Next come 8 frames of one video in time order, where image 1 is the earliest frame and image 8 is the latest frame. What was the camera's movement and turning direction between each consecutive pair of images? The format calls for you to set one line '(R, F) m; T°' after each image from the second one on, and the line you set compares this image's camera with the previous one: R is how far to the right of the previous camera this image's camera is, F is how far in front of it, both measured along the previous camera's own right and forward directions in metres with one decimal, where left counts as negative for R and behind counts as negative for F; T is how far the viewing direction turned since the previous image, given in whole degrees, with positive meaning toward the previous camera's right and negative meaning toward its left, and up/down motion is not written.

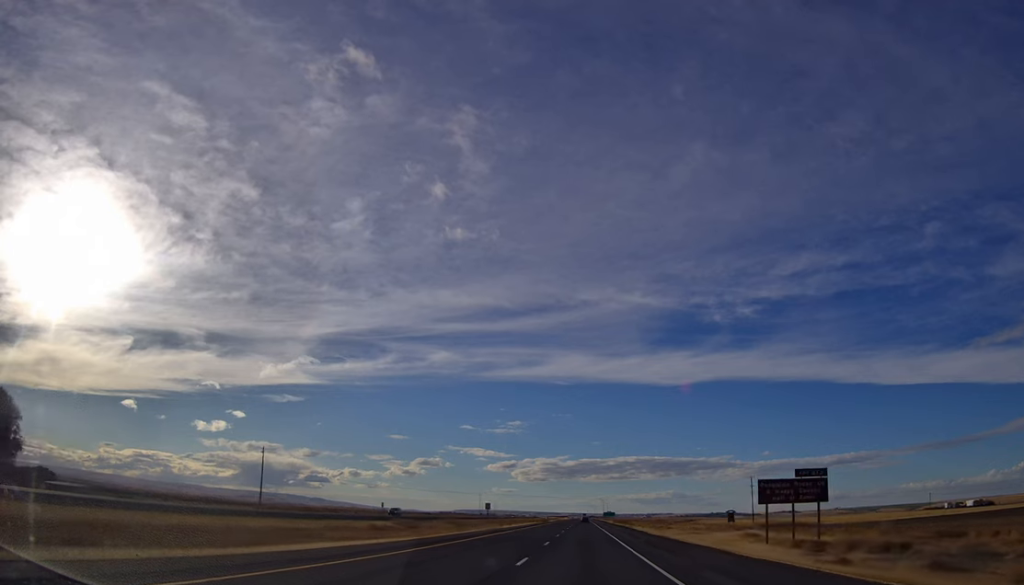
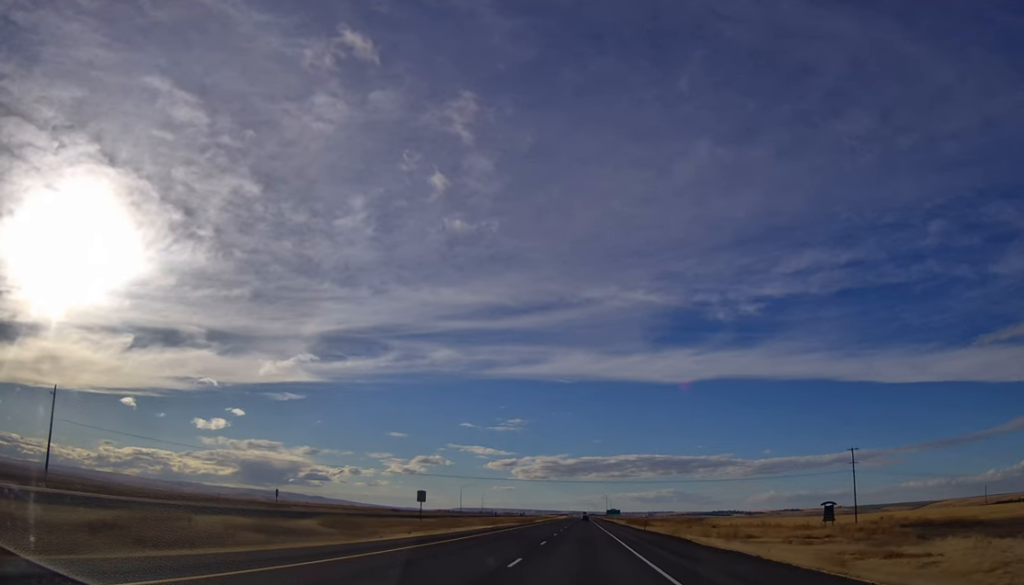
(+0.3, +62.9) m; -1°
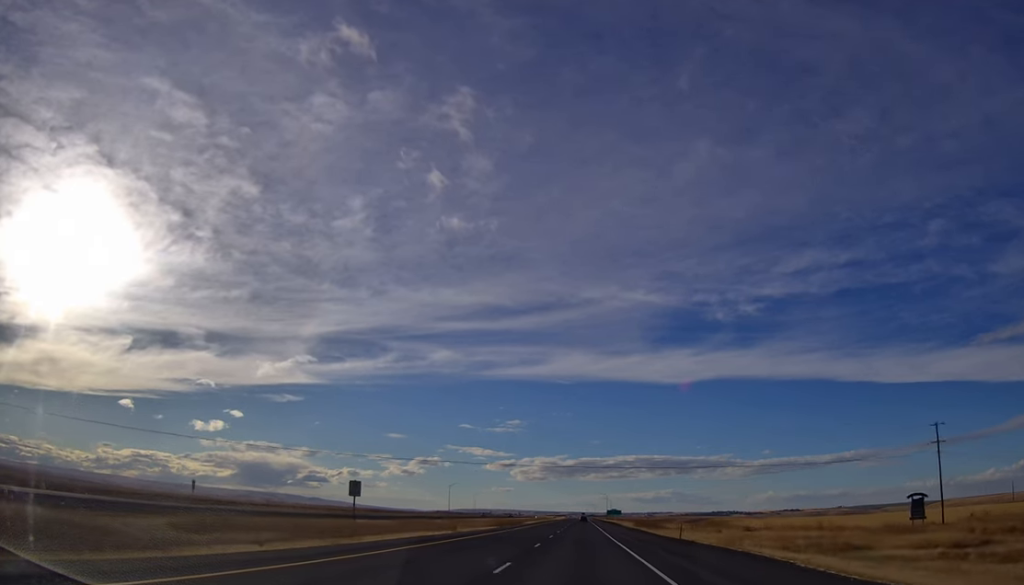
(-0.2, +26.5) m; 0°
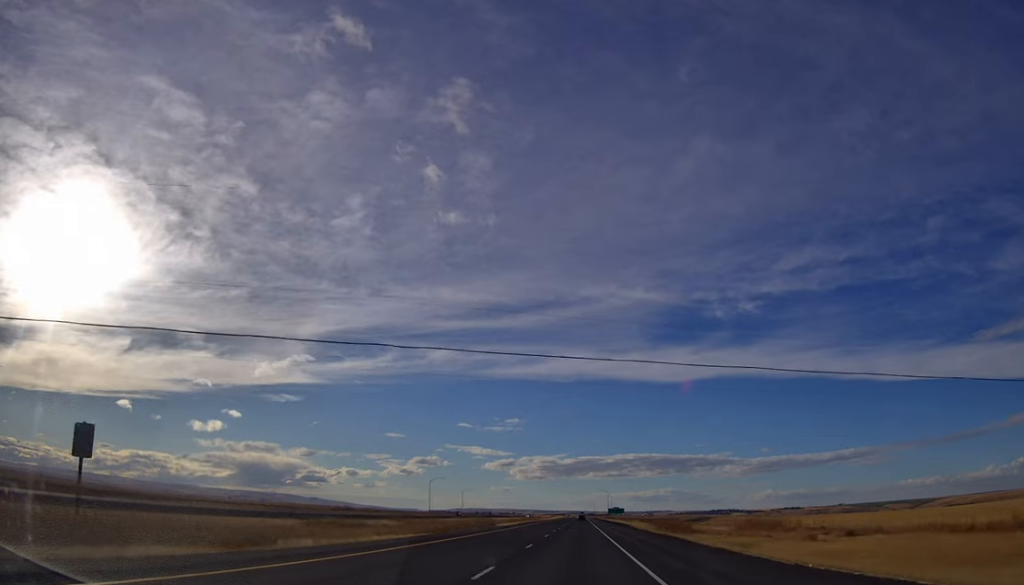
(0.0, +38.6) m; 0°
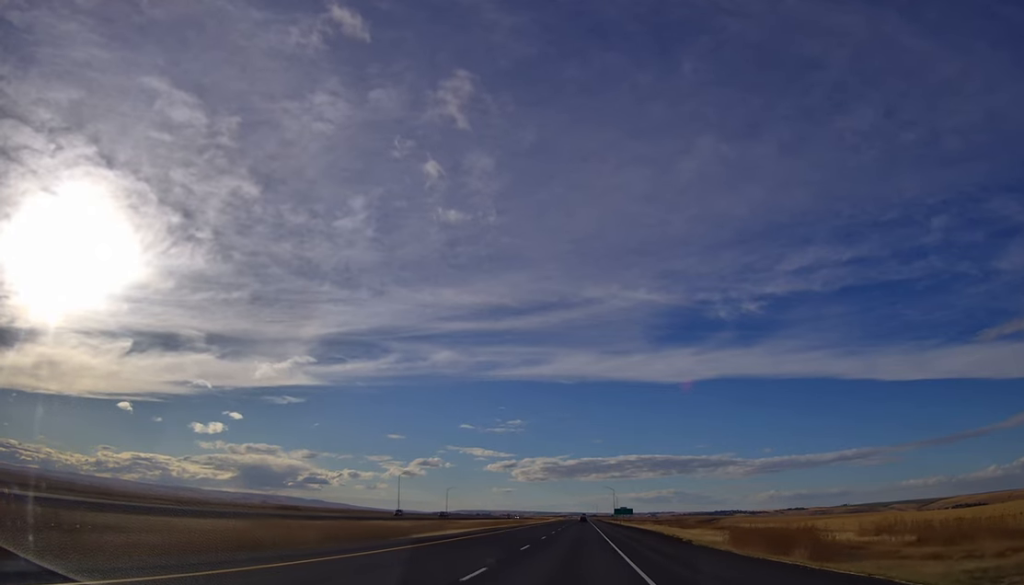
(+0.1, +49.3) m; 0°
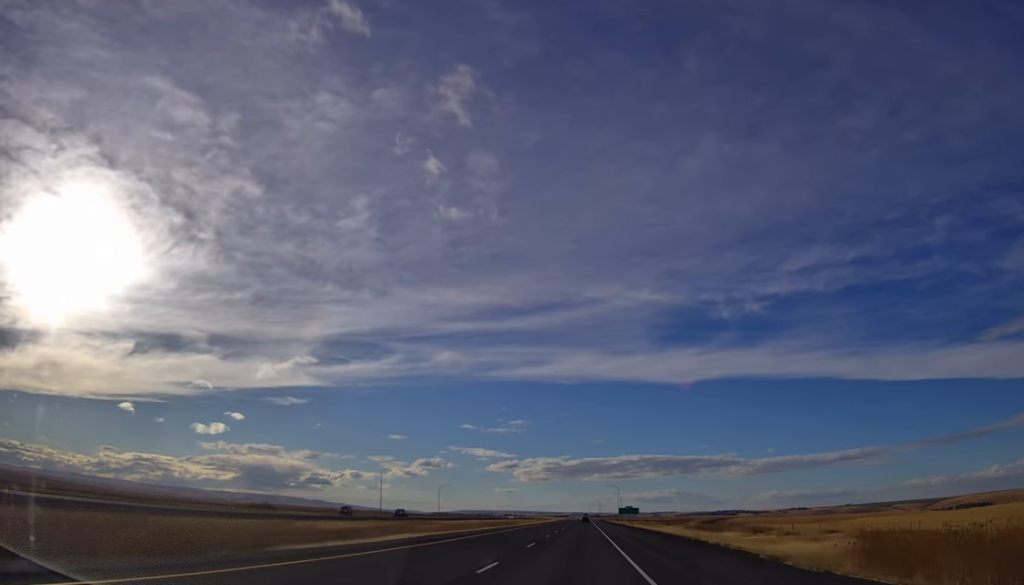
(-0.1, +22.9) m; 0°
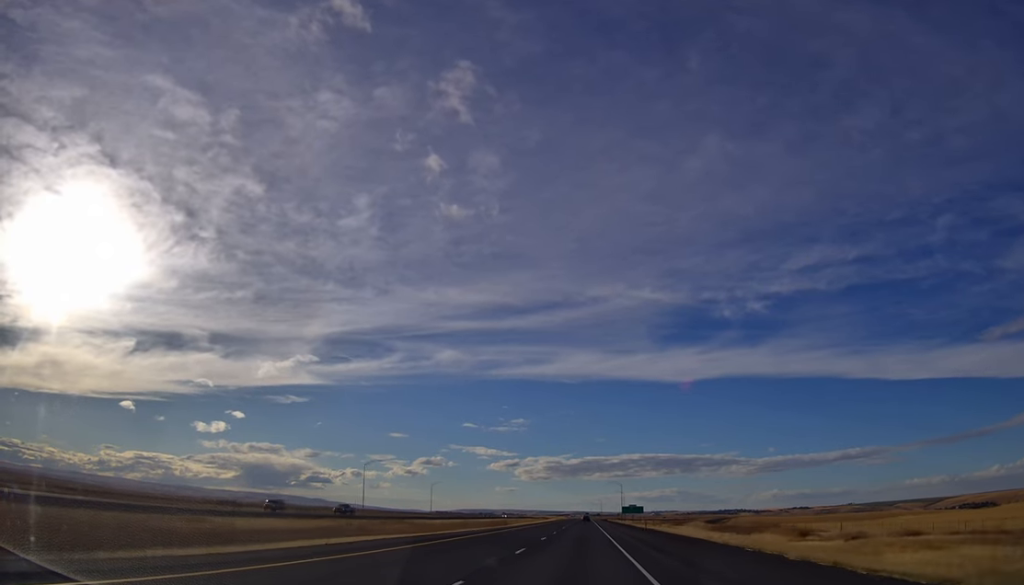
(0.0, +17.5) m; 0°
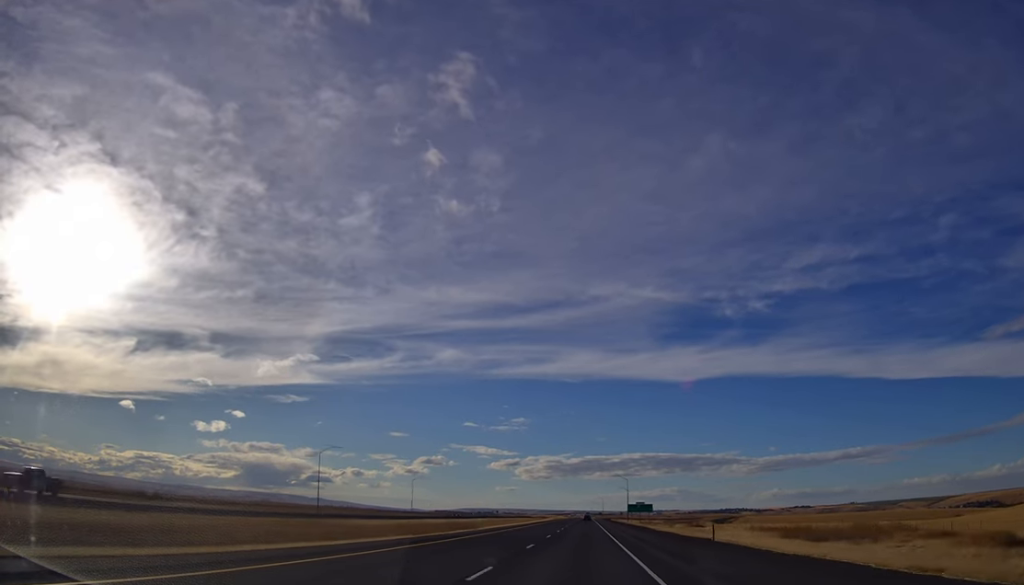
(0.0, +33.9) m; 0°
